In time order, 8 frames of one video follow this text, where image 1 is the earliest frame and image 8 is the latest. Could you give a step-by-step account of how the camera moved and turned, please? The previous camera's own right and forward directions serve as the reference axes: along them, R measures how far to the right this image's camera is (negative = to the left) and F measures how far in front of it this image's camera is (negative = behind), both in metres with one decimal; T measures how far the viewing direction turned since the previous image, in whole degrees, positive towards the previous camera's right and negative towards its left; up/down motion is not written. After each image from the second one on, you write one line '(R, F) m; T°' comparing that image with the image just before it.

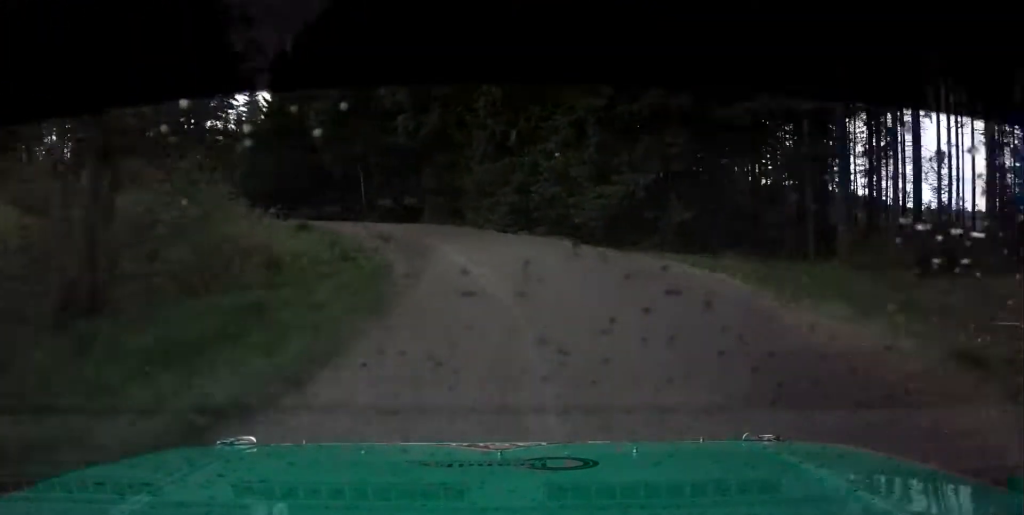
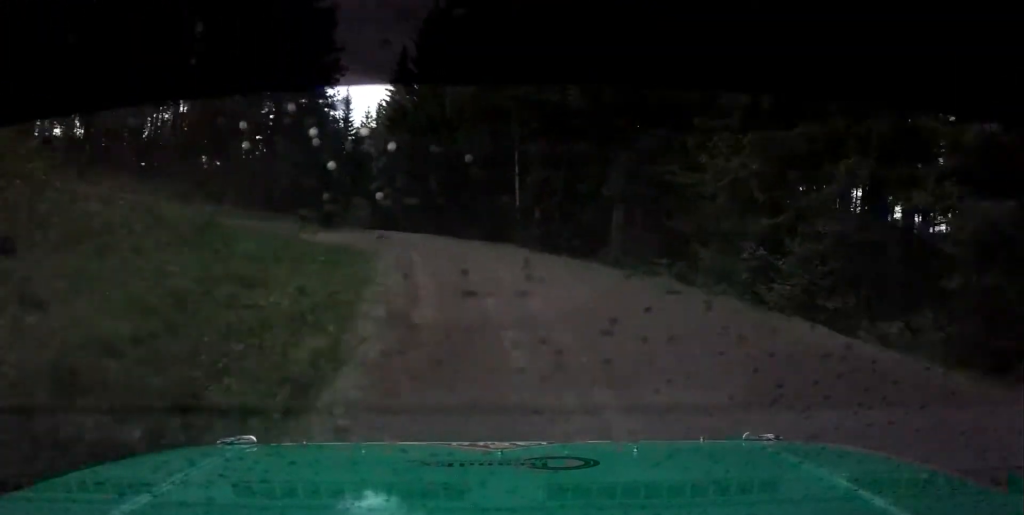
(+0.3, +22.4) m; -3°
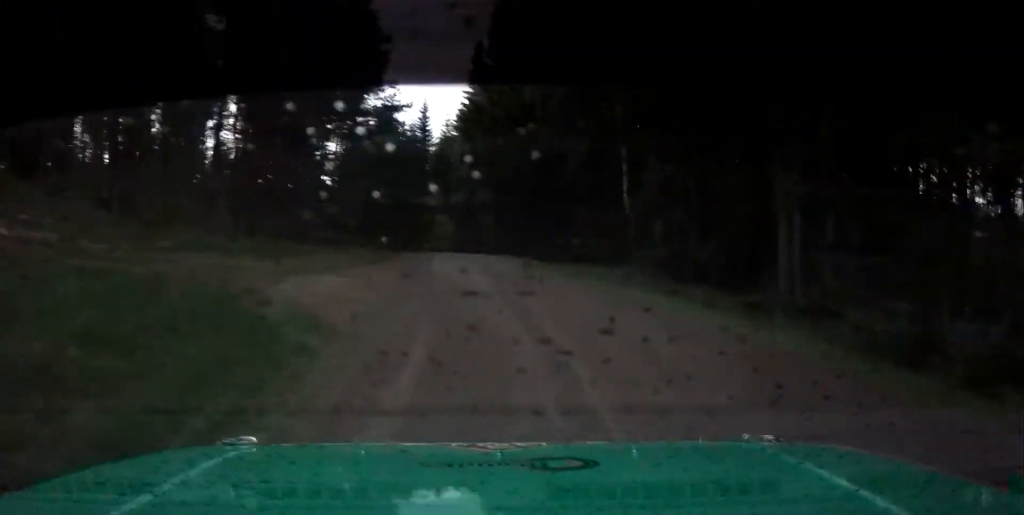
(+0.2, +11.0) m; -3°
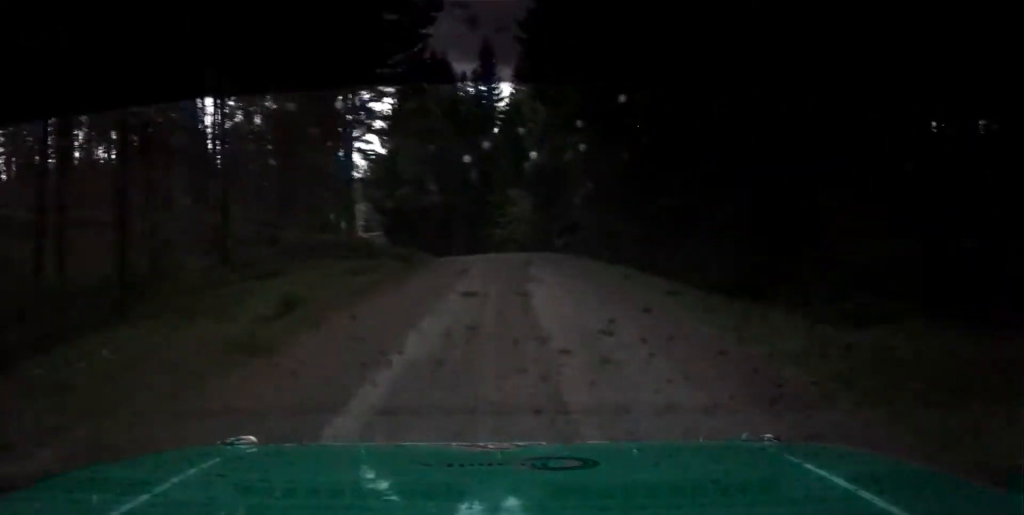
(-1.9, +25.0) m; -6°
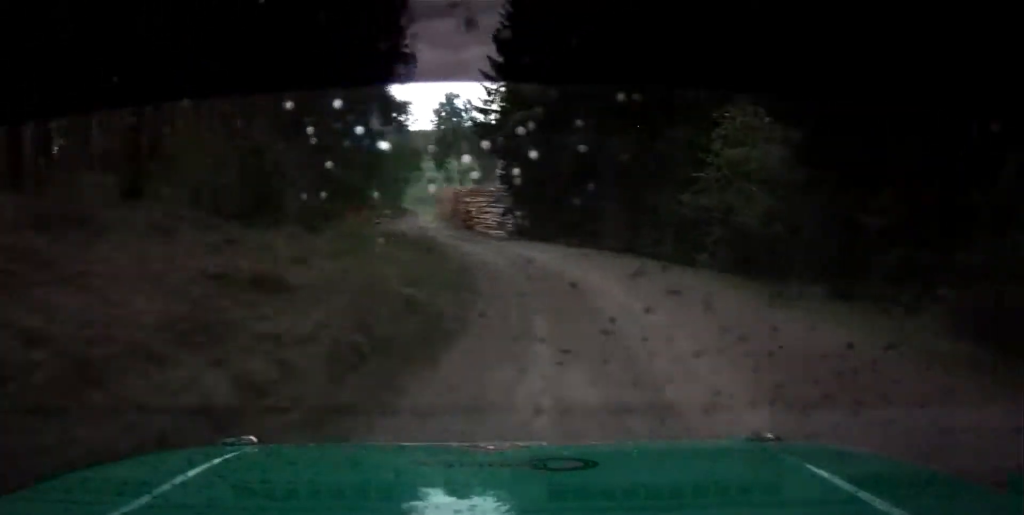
(-2.1, +37.2) m; -6°
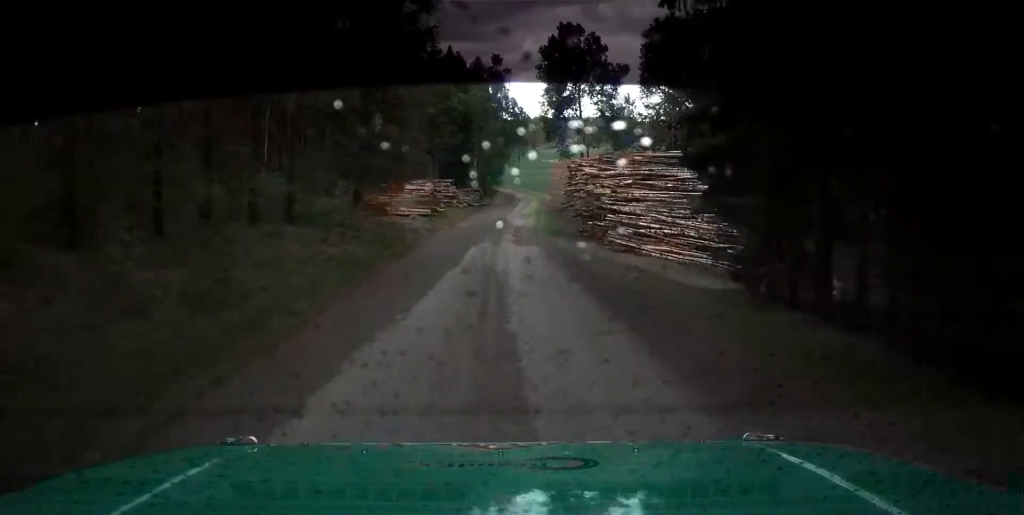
(-2.4, +45.1) m; -7°
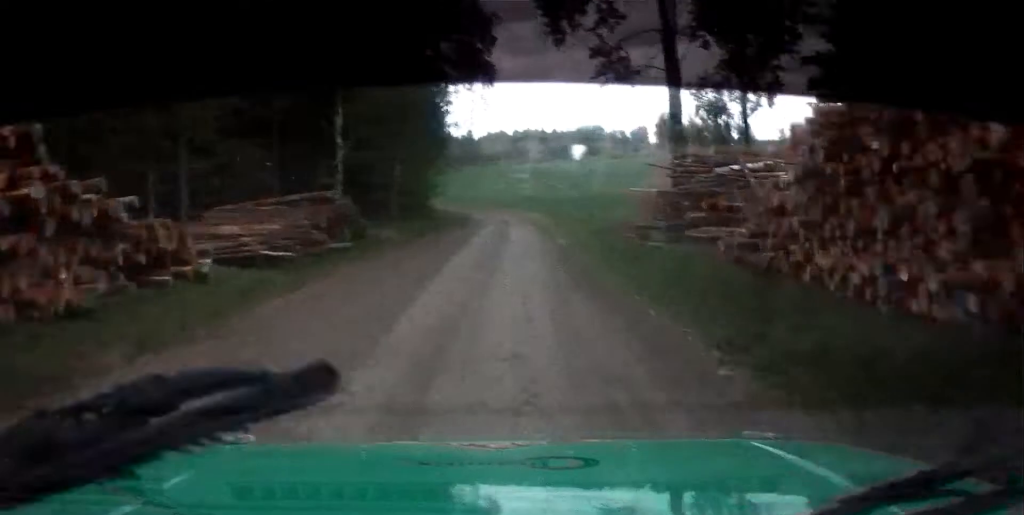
(-6.7, +63.5) m; -9°
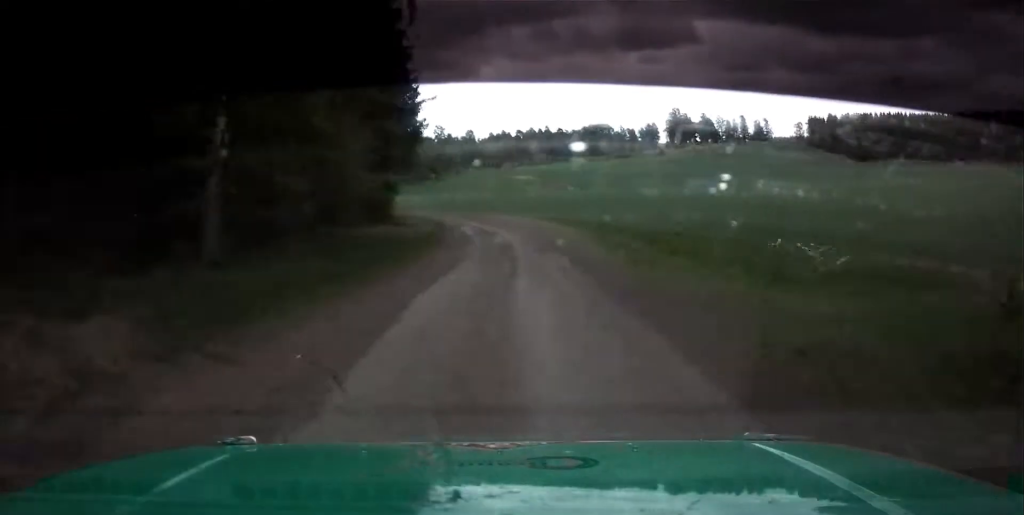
(-0.4, +25.6) m; -2°
